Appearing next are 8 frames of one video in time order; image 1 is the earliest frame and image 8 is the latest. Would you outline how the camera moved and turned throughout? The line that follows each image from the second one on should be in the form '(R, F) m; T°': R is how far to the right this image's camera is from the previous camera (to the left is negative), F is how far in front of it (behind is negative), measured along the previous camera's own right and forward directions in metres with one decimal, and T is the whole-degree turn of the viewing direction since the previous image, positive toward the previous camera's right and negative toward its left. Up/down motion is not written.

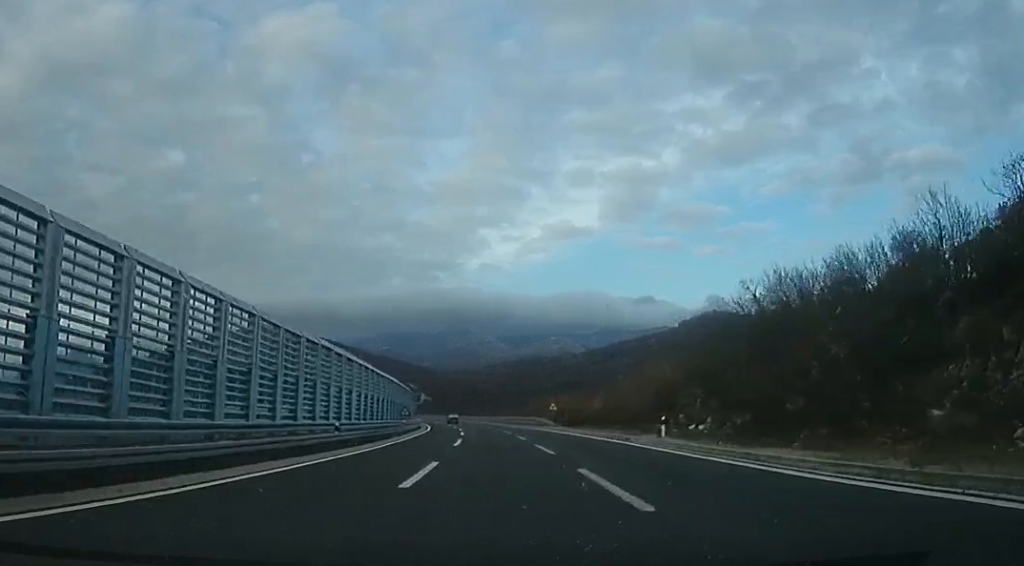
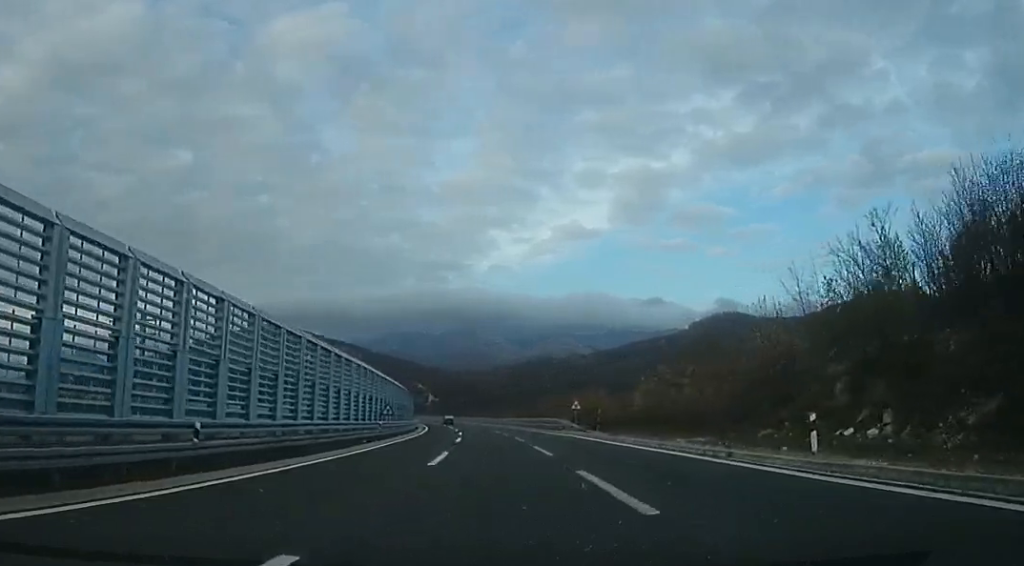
(+0.1, +12.5) m; 0°
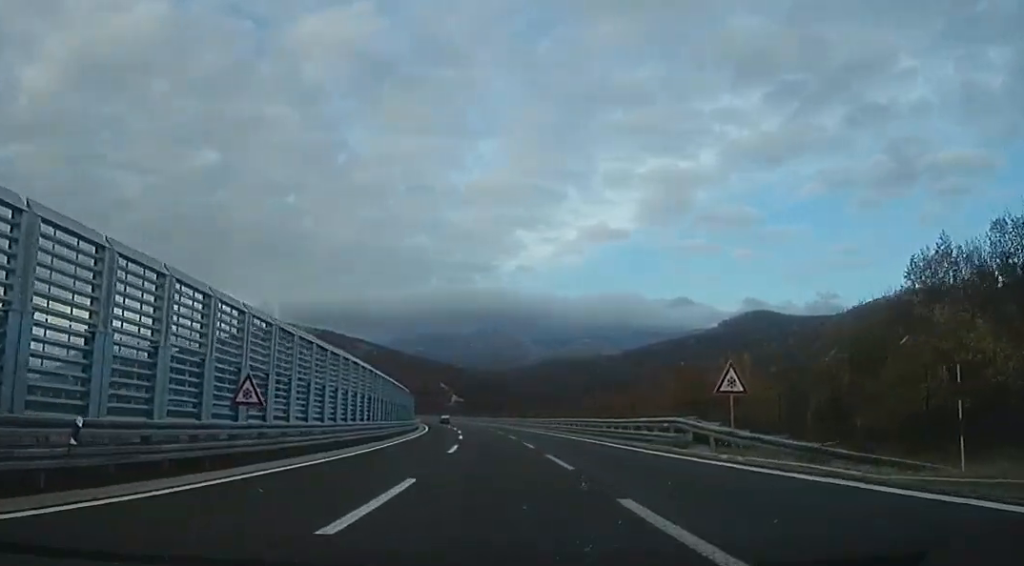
(-0.3, +28.8) m; -3°
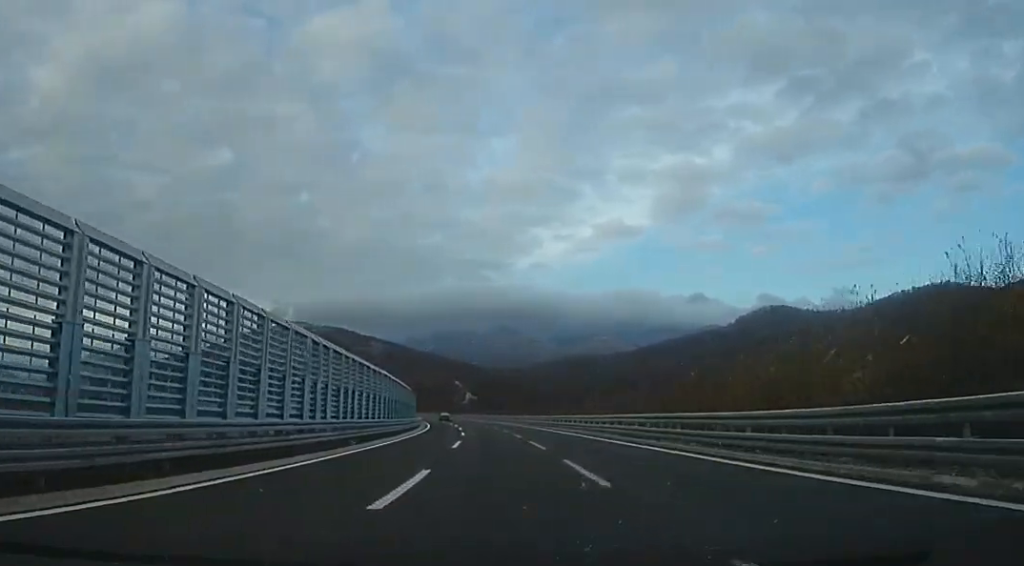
(-0.3, +16.4) m; -2°
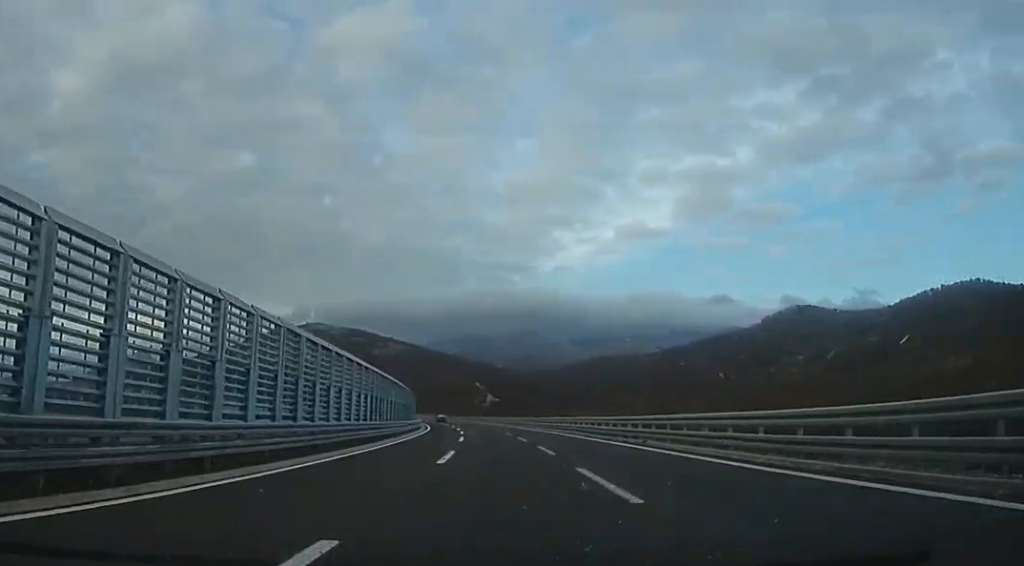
(-1.0, +26.3) m; -2°
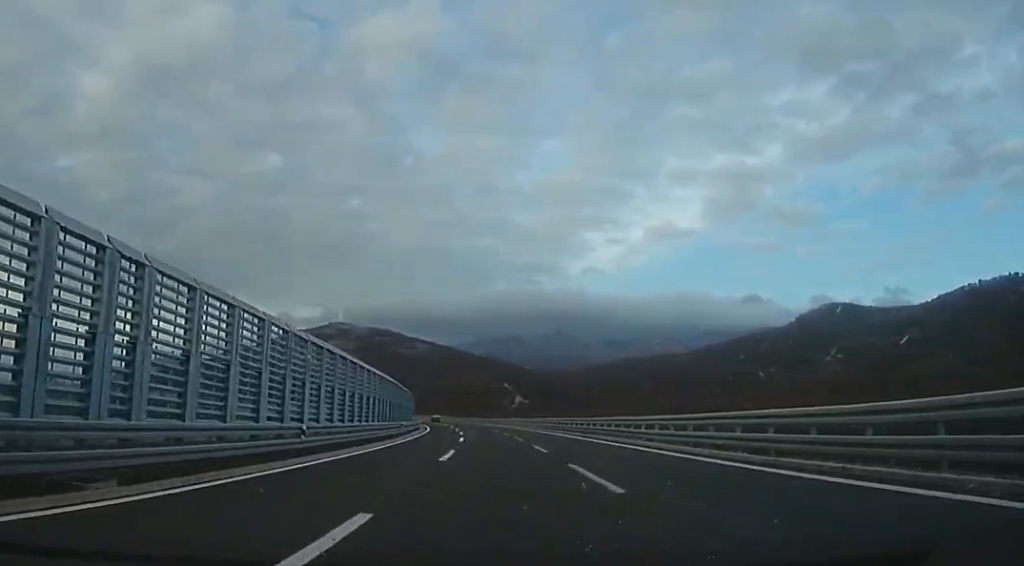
(-0.4, +34.3) m; -3°
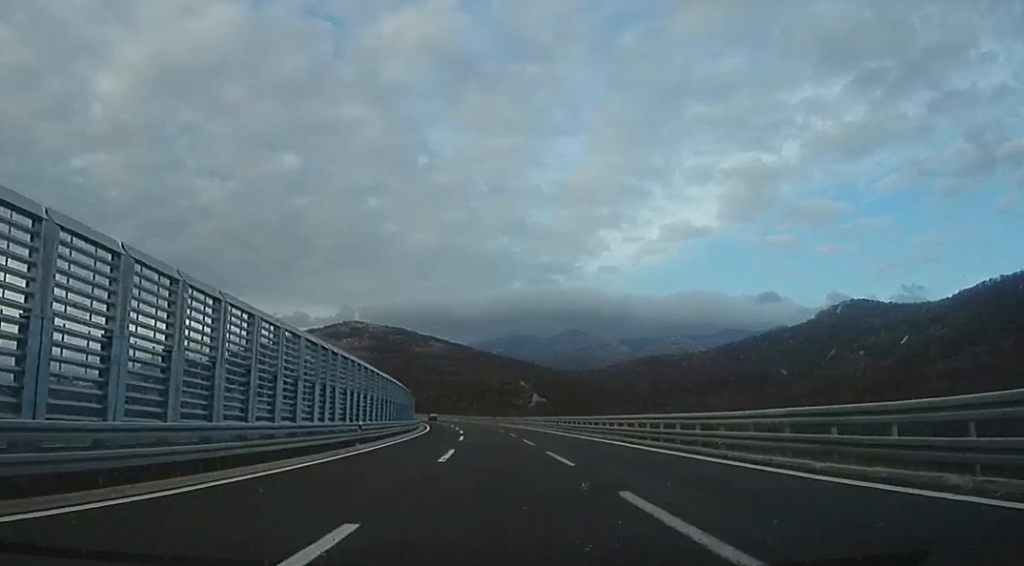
(-0.6, +18.5) m; -1°
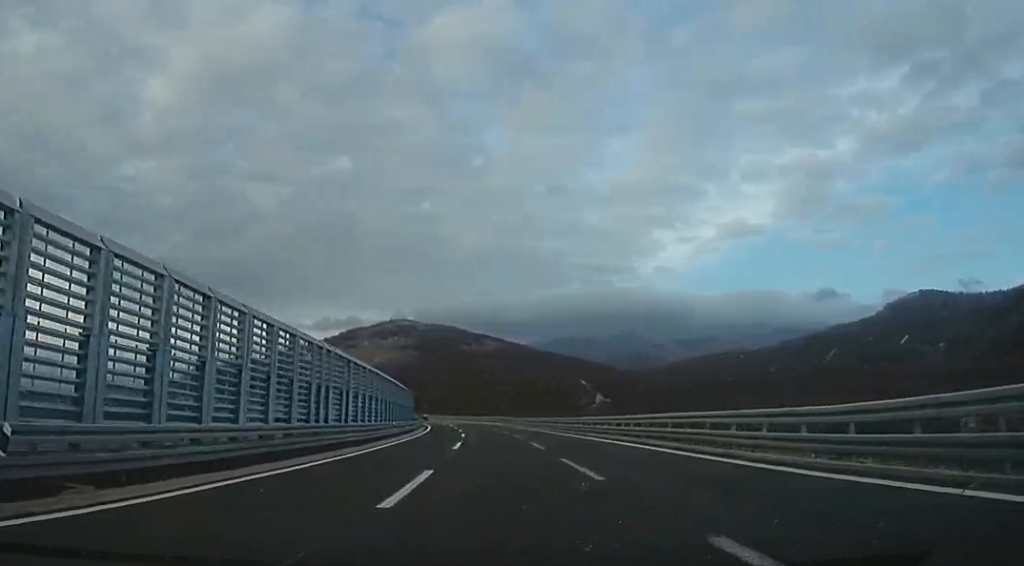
(-2.3, +64.1) m; -5°
